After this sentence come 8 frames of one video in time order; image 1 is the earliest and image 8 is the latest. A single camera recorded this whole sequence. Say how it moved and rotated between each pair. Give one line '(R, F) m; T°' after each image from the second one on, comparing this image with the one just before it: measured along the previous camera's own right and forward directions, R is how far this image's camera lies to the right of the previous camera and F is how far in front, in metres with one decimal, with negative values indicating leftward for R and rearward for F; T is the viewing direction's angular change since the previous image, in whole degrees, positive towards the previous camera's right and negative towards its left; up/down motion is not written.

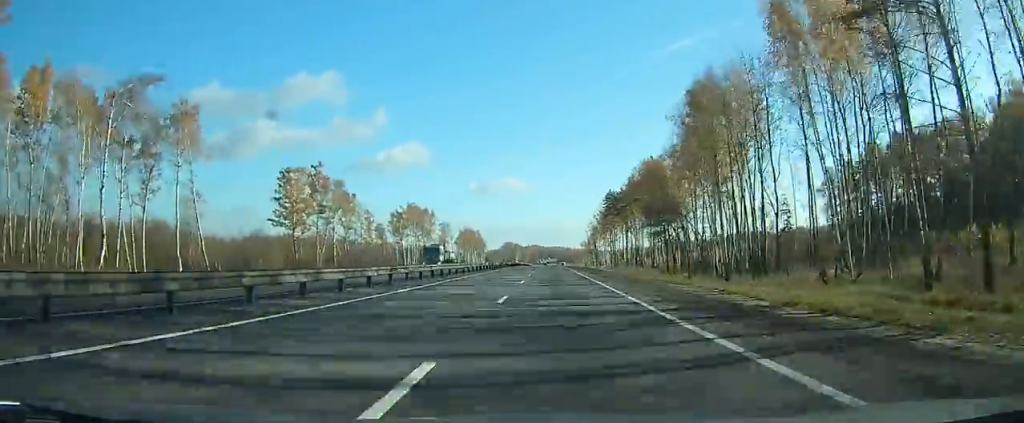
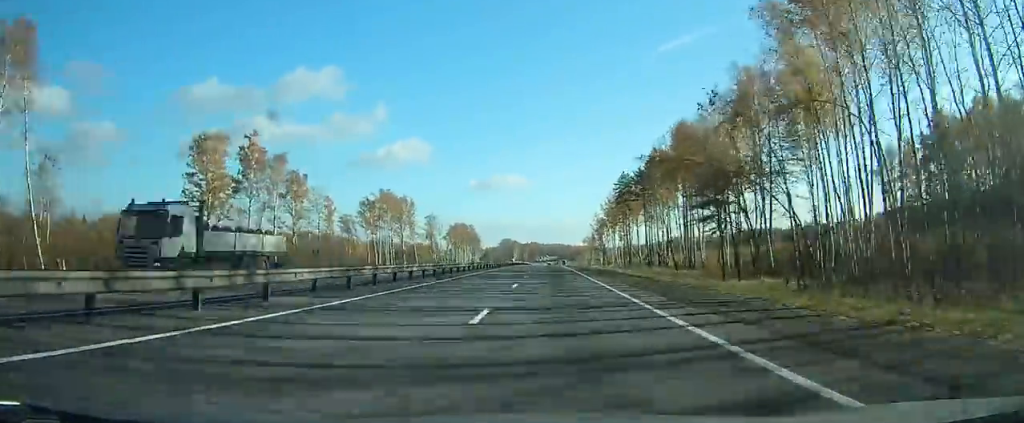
(0.0, +30.6) m; 0°
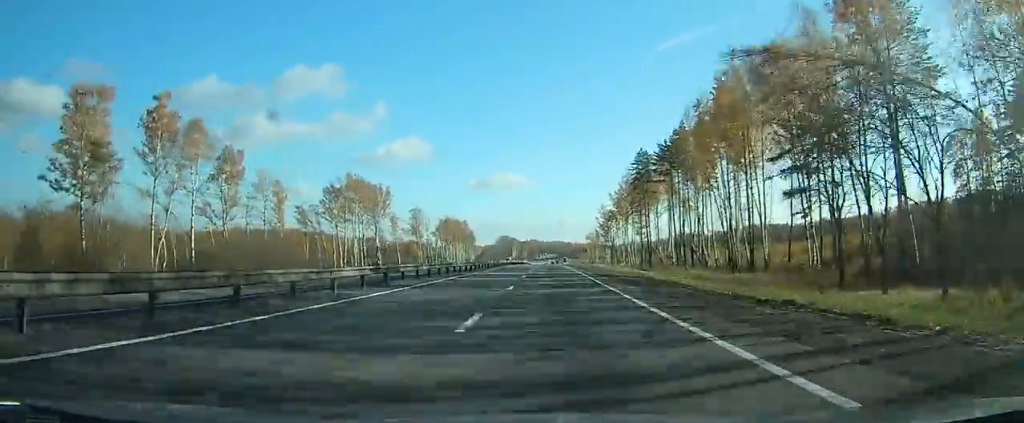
(0.0, +26.2) m; 0°
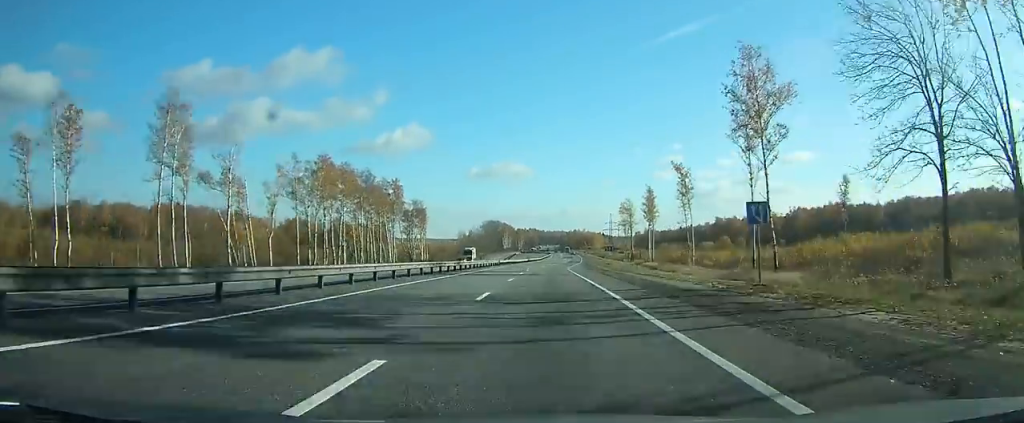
(+0.2, +138.1) m; +1°
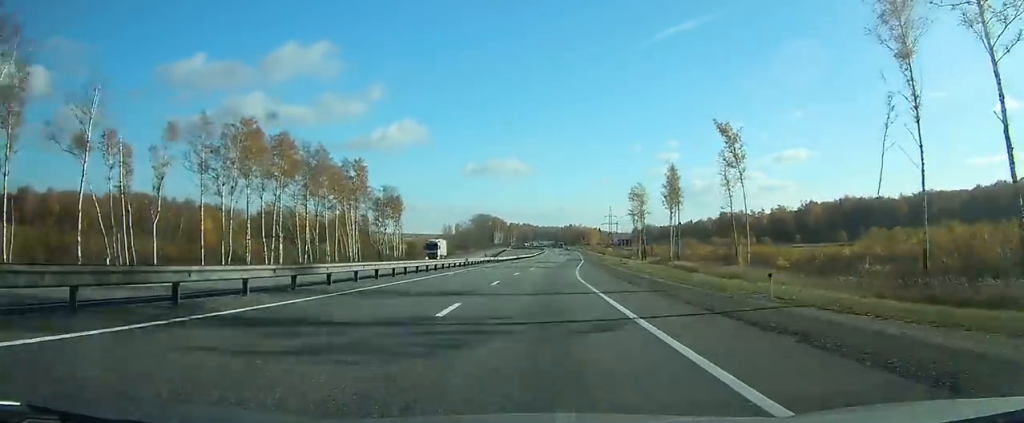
(0.0, +27.4) m; 0°
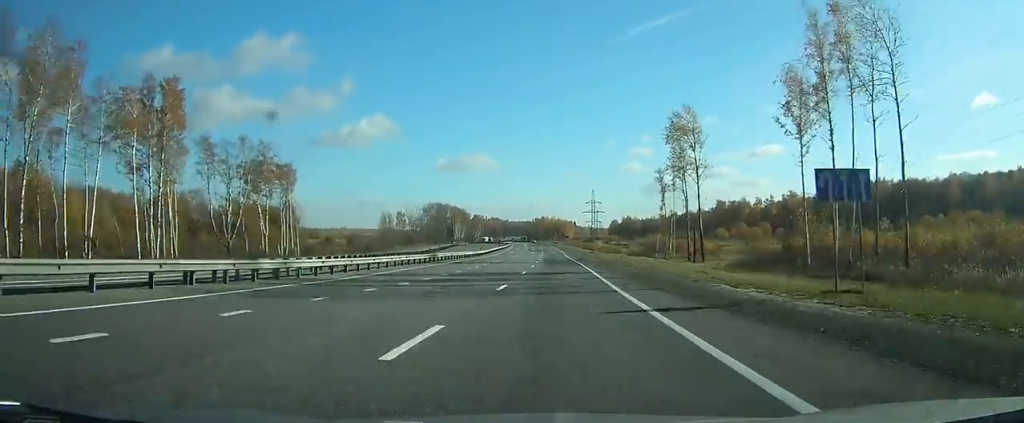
(+0.9, +63.6) m; +1°
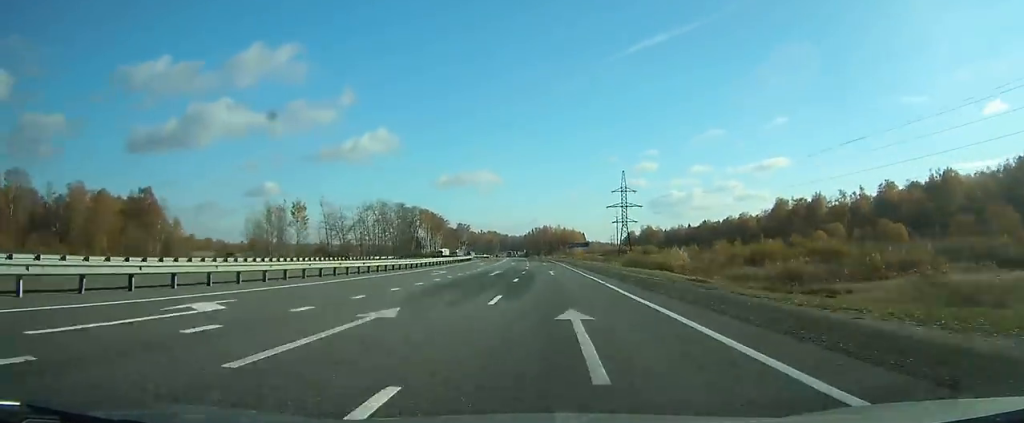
(+0.7, +103.4) m; 0°
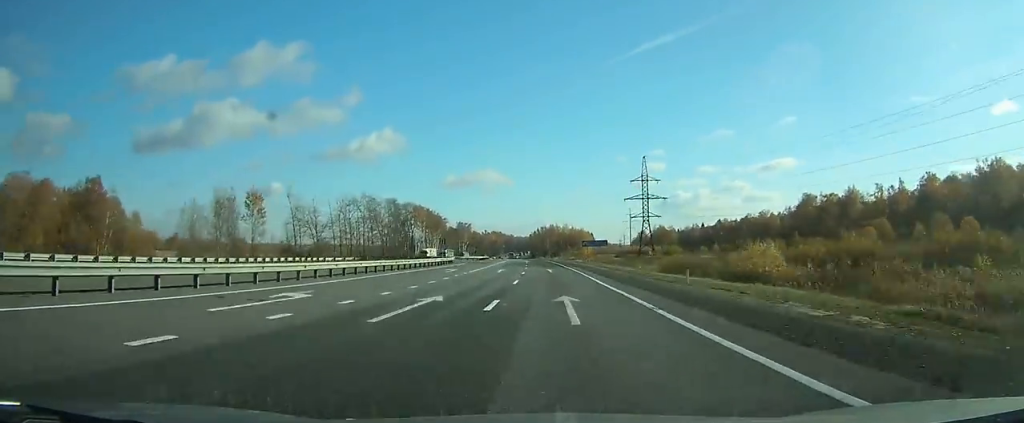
(-0.3, +25.0) m; -1°
